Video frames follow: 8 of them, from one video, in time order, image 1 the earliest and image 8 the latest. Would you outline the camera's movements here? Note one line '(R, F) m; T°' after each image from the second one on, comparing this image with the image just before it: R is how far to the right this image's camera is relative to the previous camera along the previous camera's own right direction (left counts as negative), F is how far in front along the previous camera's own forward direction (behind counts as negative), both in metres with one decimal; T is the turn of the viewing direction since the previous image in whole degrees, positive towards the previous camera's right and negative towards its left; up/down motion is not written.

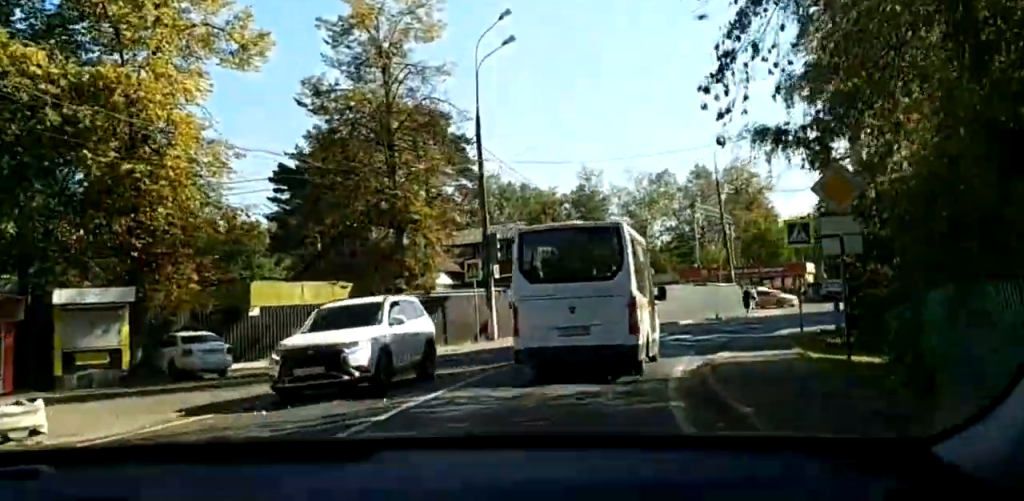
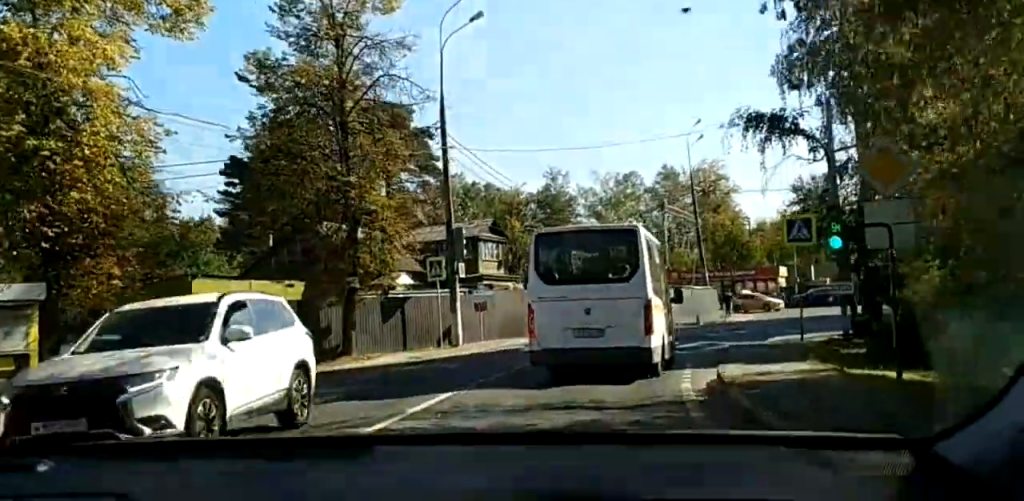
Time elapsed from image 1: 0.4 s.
(+0.5, +3.0) m; +6°
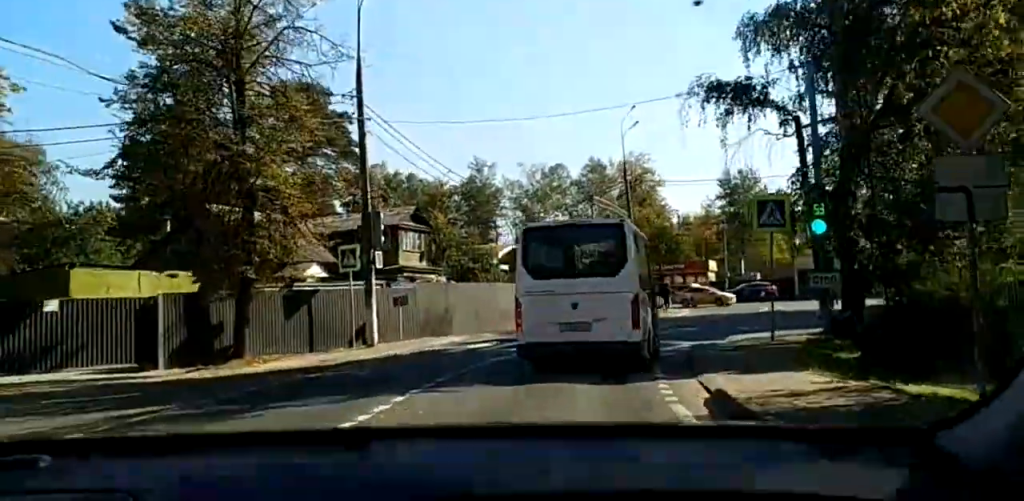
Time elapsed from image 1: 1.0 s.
(+0.2, +3.9) m; +8°
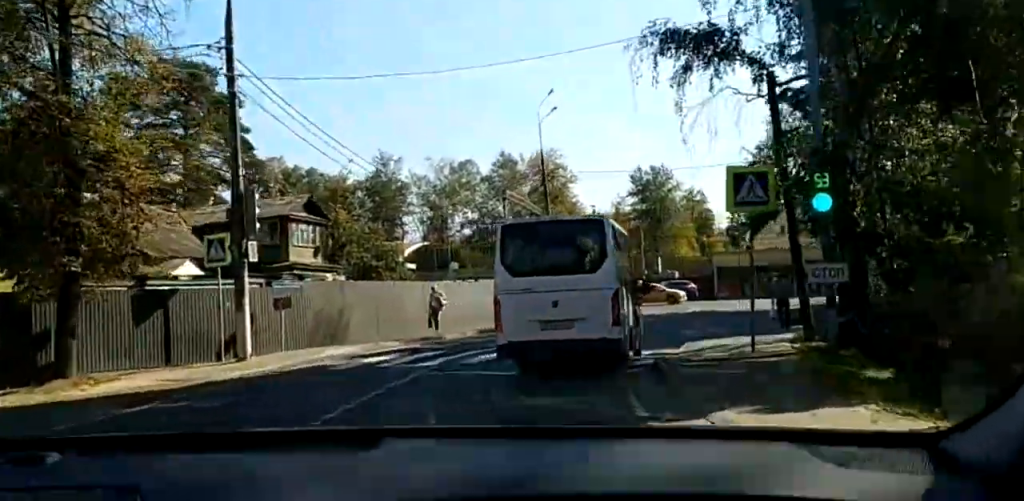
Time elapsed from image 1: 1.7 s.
(+0.4, +5.3) m; +5°
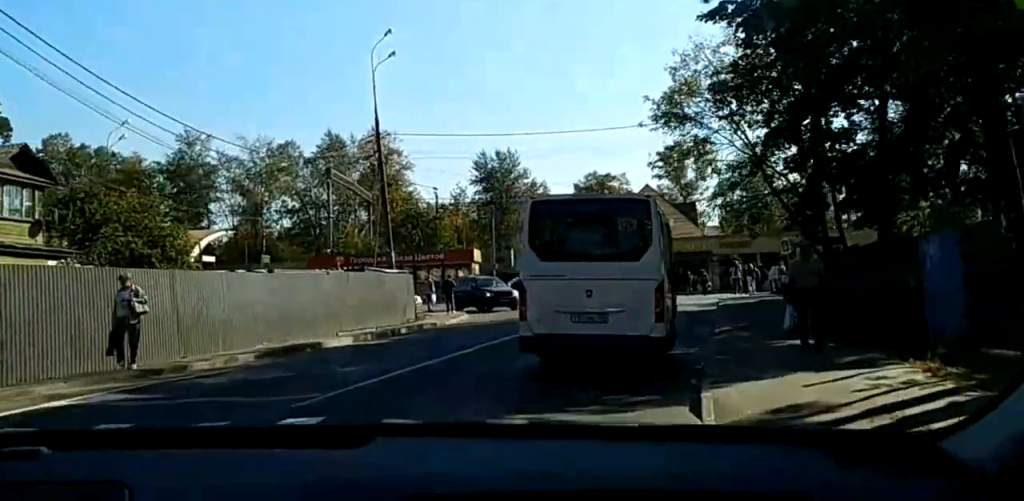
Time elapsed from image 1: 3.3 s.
(+1.5, +12.9) m; +13°
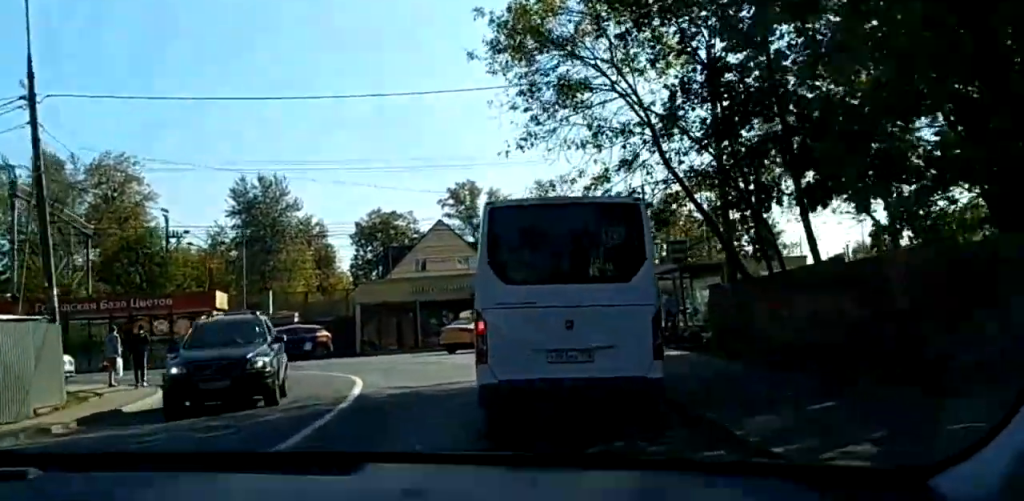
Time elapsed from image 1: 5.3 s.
(+1.5, +17.7) m; +9°
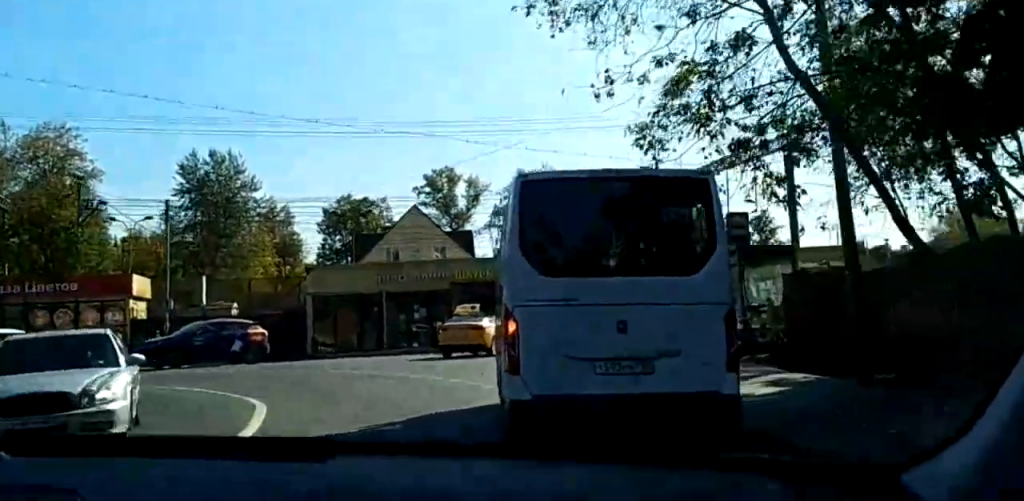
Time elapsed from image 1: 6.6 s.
(+1.0, +12.2) m; +5°
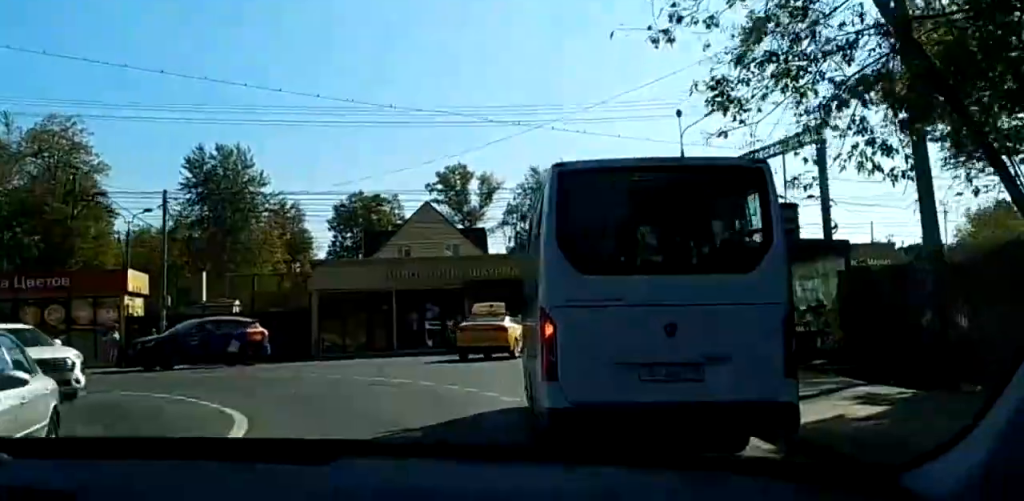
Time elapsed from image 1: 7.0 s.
(+0.1, +3.5) m; 0°
